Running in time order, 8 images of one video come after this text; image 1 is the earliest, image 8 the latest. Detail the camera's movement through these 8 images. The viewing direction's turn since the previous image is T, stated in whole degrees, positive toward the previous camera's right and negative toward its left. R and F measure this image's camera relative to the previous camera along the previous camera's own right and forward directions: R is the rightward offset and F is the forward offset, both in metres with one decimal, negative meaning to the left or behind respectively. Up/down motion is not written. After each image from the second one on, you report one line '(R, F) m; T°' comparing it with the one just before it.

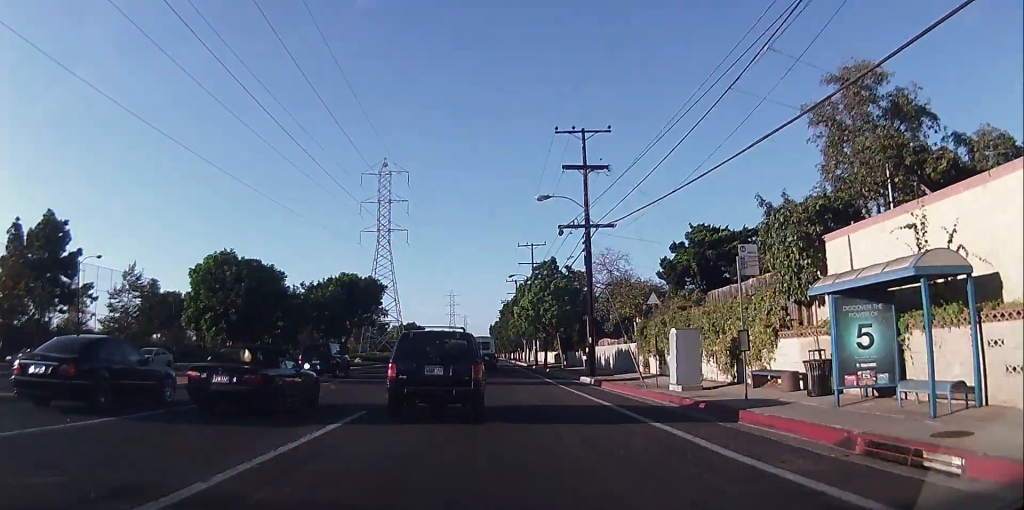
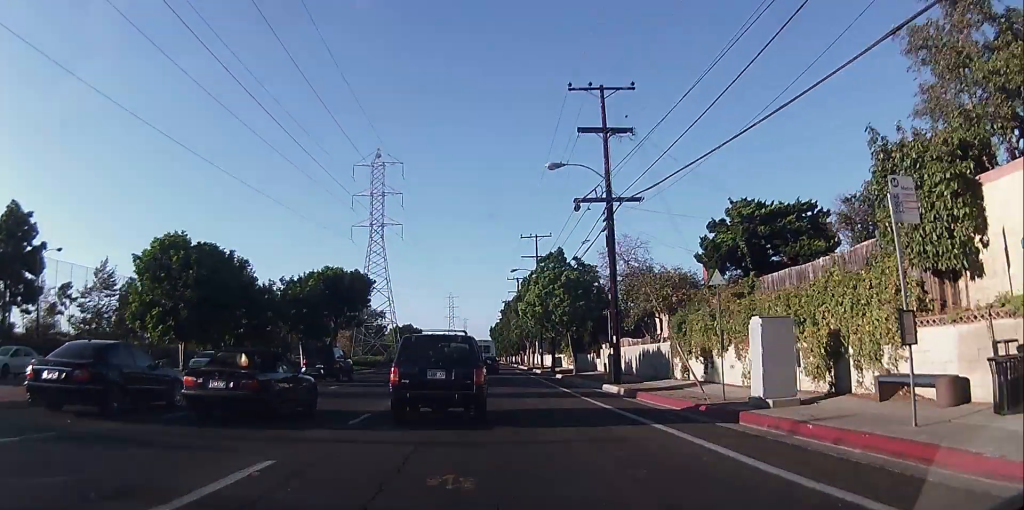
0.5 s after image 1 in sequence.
(-0.2, +6.0) m; 0°
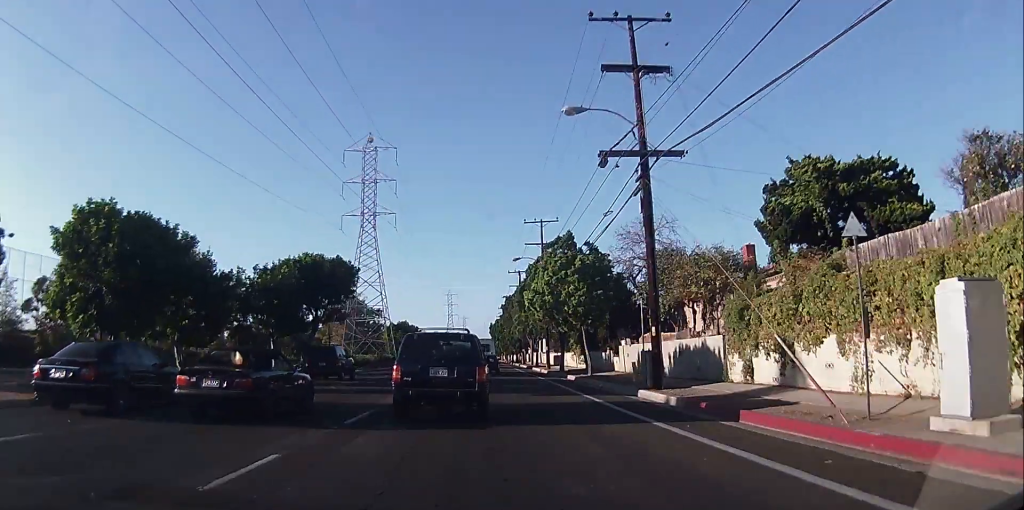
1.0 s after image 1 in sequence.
(+0.2, +6.4) m; 0°
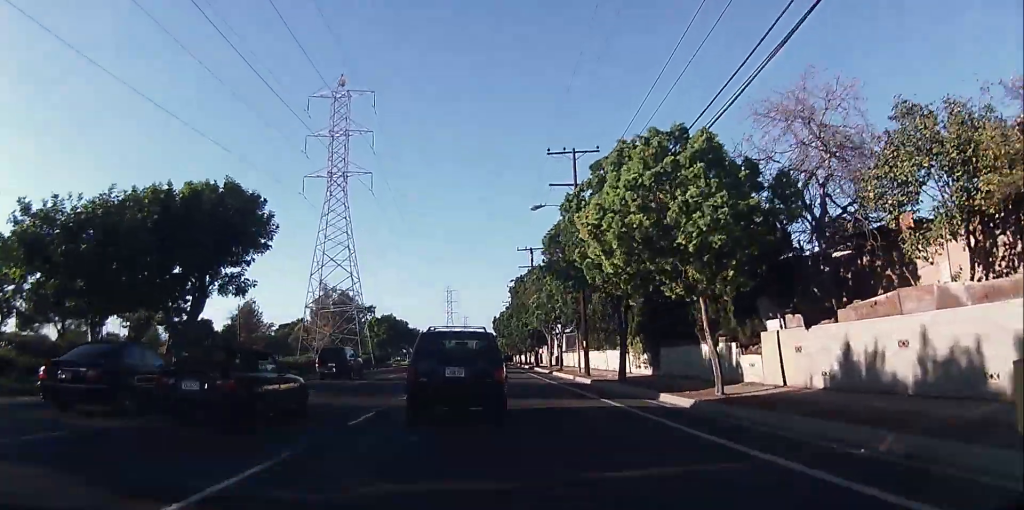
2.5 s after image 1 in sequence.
(0.0, +20.4) m; +1°
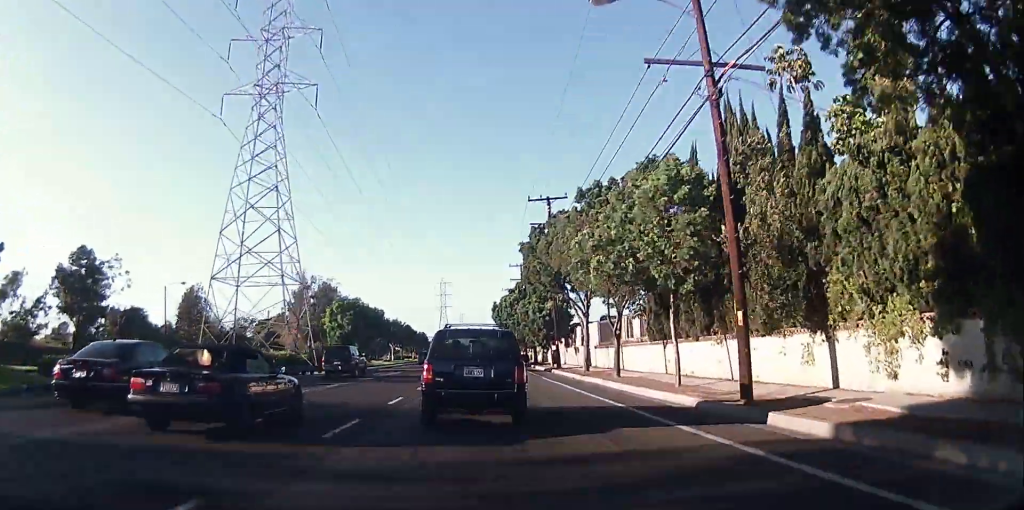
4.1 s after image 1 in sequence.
(+0.2, +23.0) m; 0°
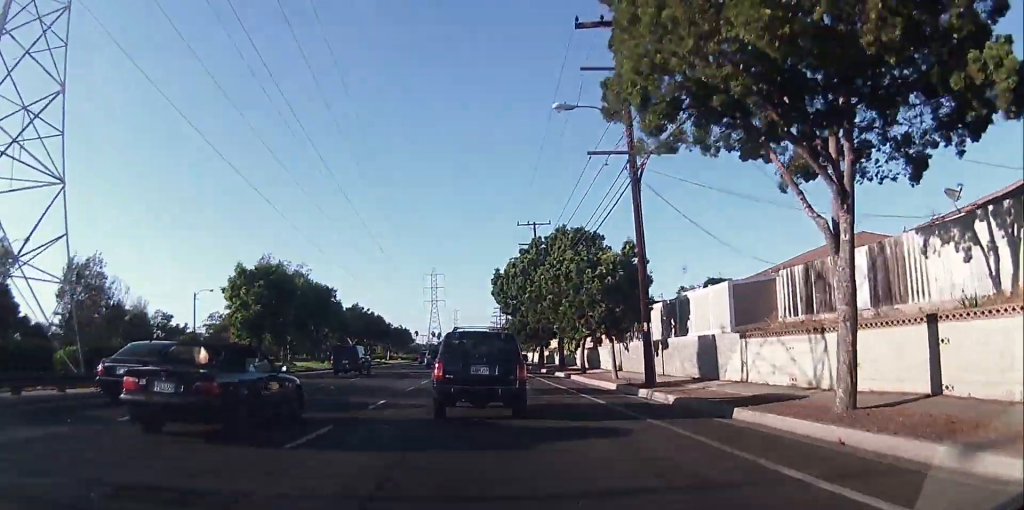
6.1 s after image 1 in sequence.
(-0.5, +28.8) m; -2°
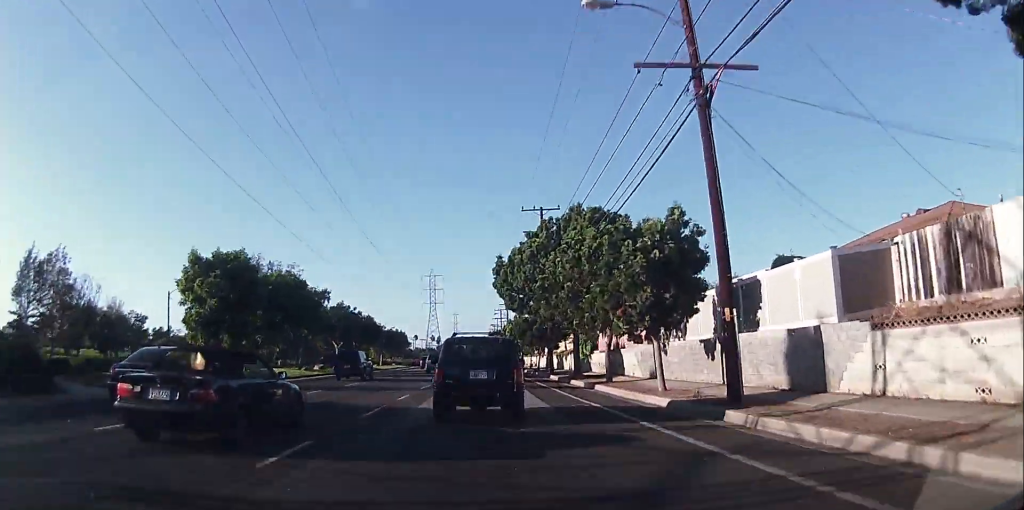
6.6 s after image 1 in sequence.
(-0.4, +7.5) m; 0°
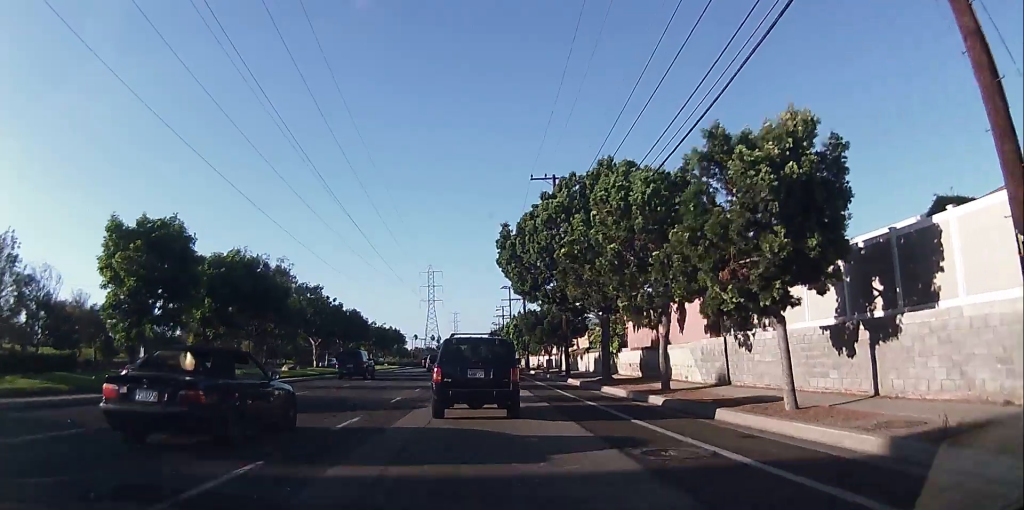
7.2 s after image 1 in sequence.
(+0.6, +9.3) m; +1°
